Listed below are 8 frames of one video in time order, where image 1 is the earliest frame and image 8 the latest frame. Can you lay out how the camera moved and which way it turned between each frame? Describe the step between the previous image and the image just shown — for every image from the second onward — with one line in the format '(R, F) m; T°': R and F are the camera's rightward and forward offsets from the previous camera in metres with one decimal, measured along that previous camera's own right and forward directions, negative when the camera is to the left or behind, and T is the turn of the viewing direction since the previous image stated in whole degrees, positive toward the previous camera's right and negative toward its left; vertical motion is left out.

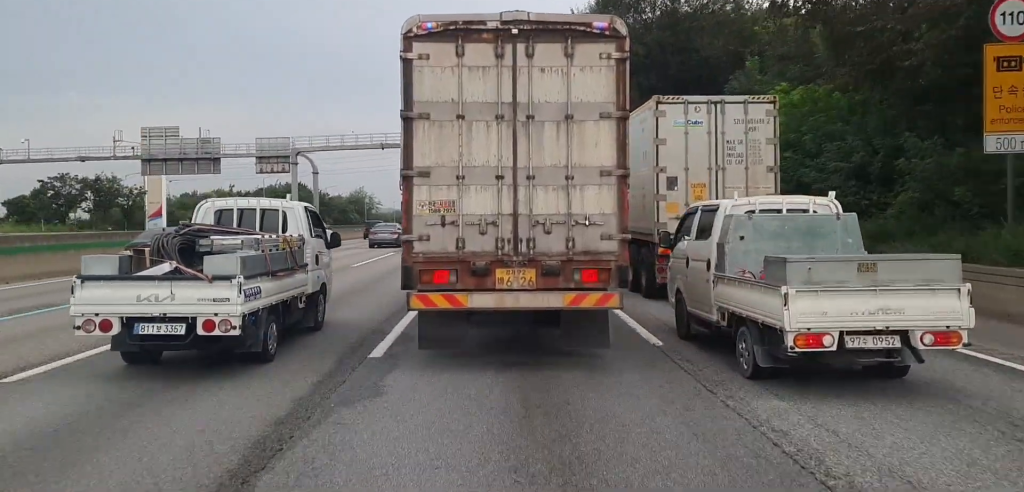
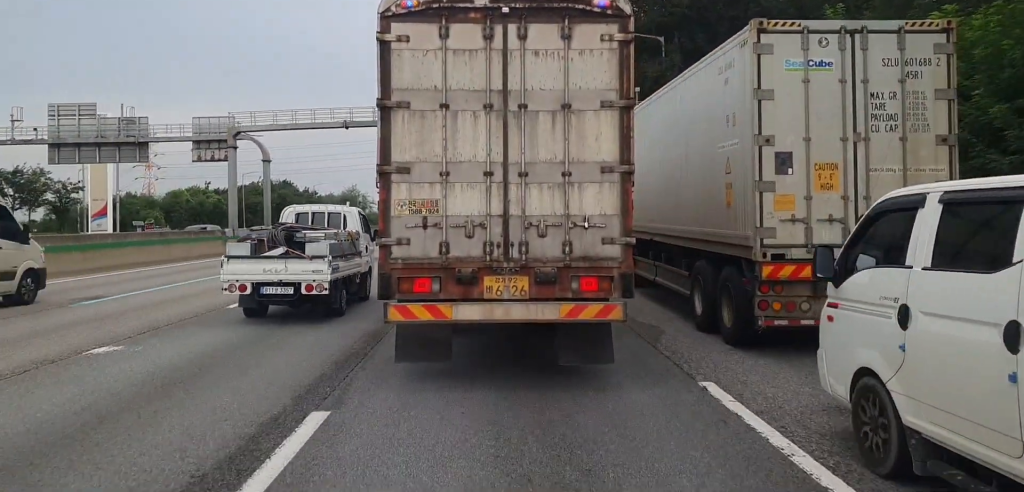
(-0.1, +7.9) m; -1°
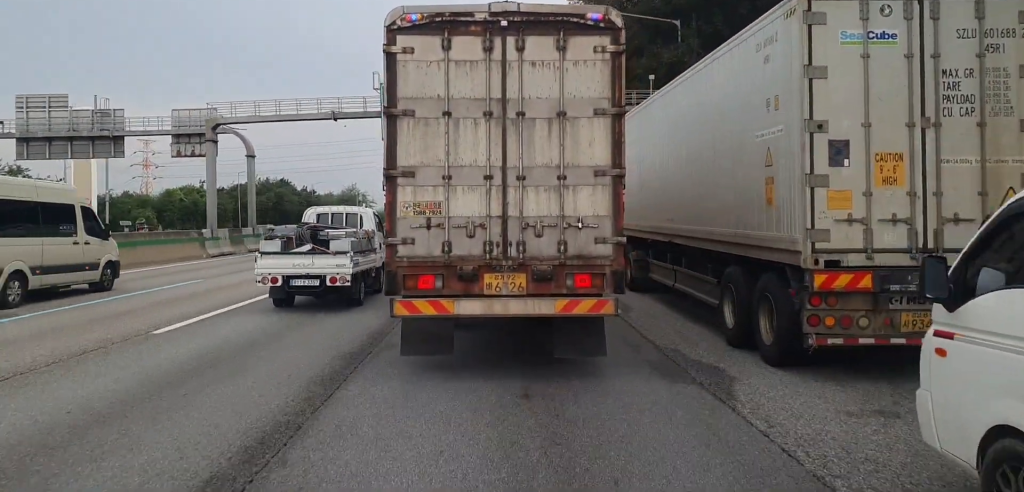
(0.0, +3.7) m; +2°
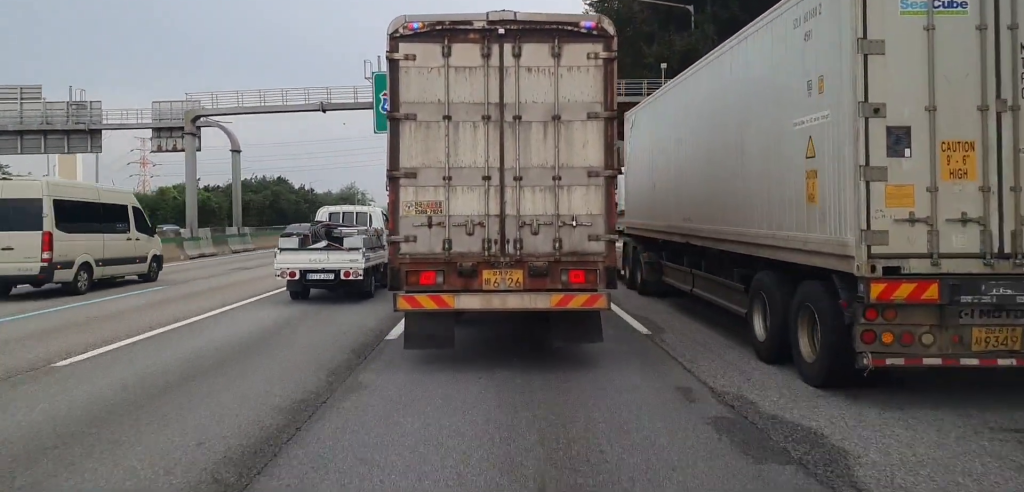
(-0.1, +2.9) m; +1°
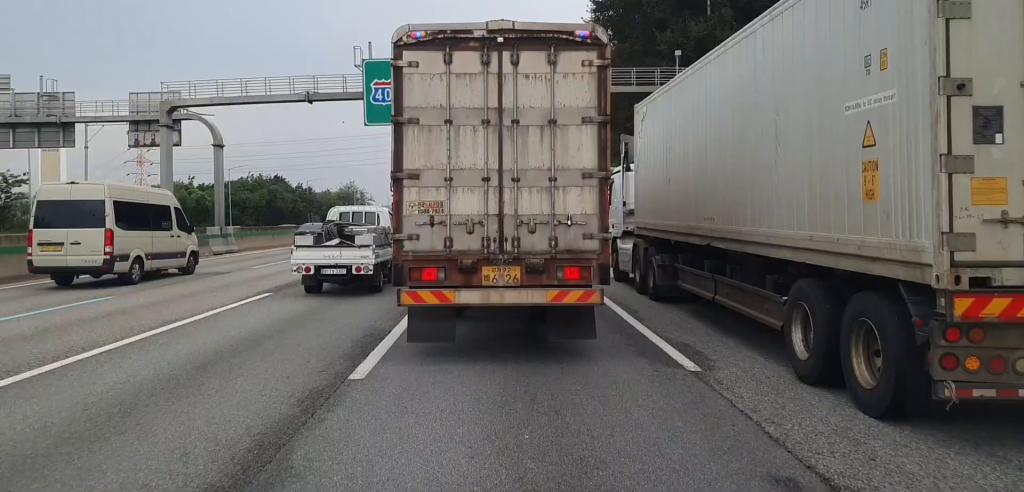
(+0.2, +3.3) m; +1°
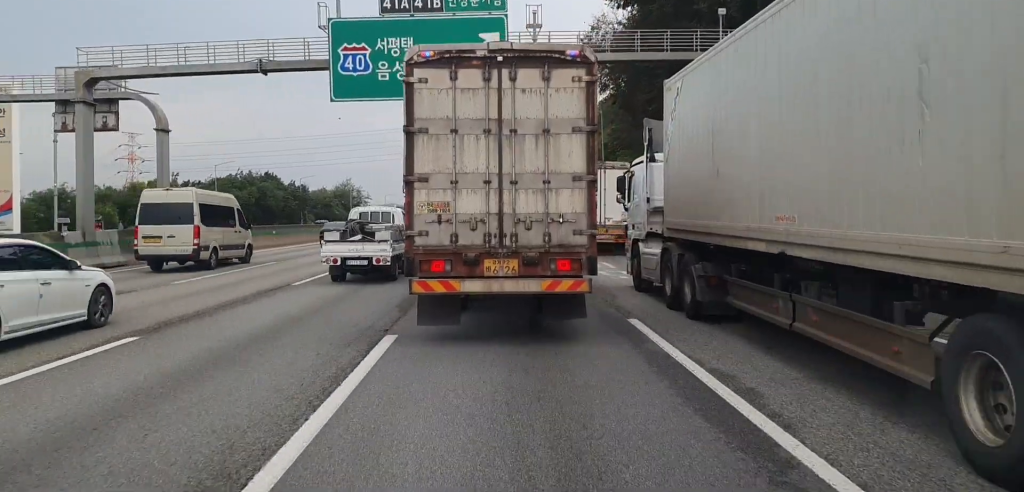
(+0.1, +7.3) m; -1°
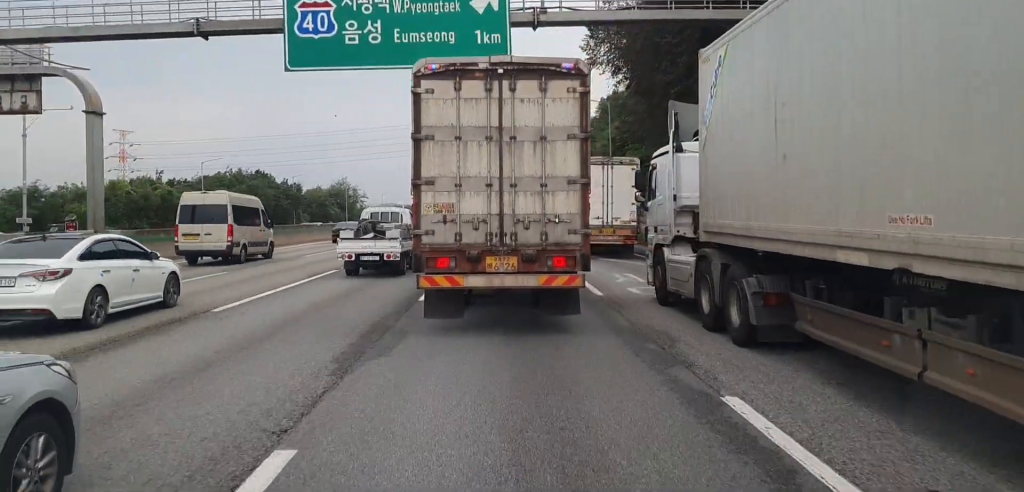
(-0.1, +5.6) m; -1°
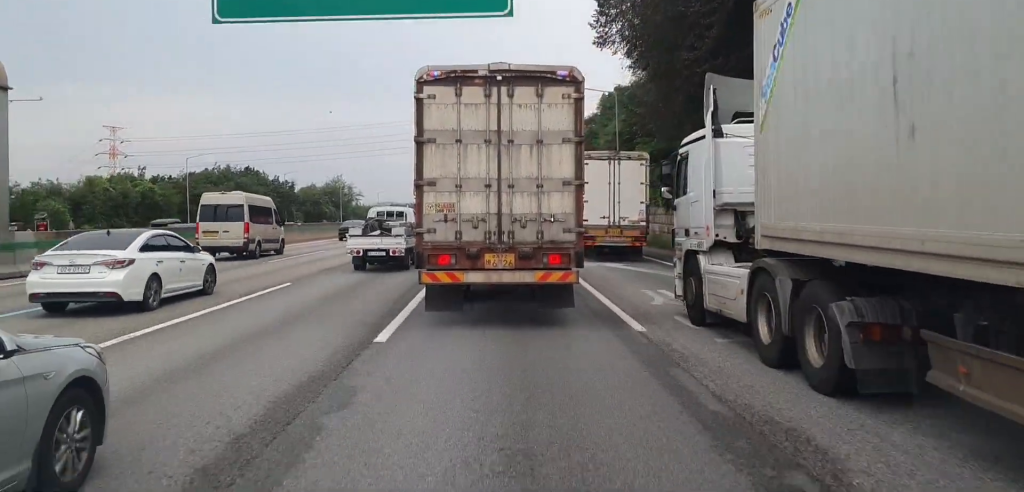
(-0.1, +5.4) m; +1°
